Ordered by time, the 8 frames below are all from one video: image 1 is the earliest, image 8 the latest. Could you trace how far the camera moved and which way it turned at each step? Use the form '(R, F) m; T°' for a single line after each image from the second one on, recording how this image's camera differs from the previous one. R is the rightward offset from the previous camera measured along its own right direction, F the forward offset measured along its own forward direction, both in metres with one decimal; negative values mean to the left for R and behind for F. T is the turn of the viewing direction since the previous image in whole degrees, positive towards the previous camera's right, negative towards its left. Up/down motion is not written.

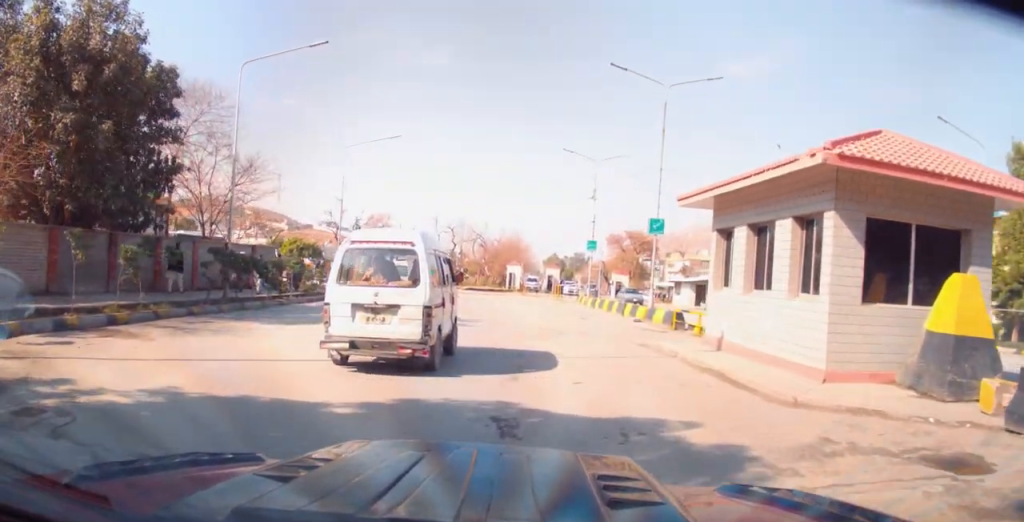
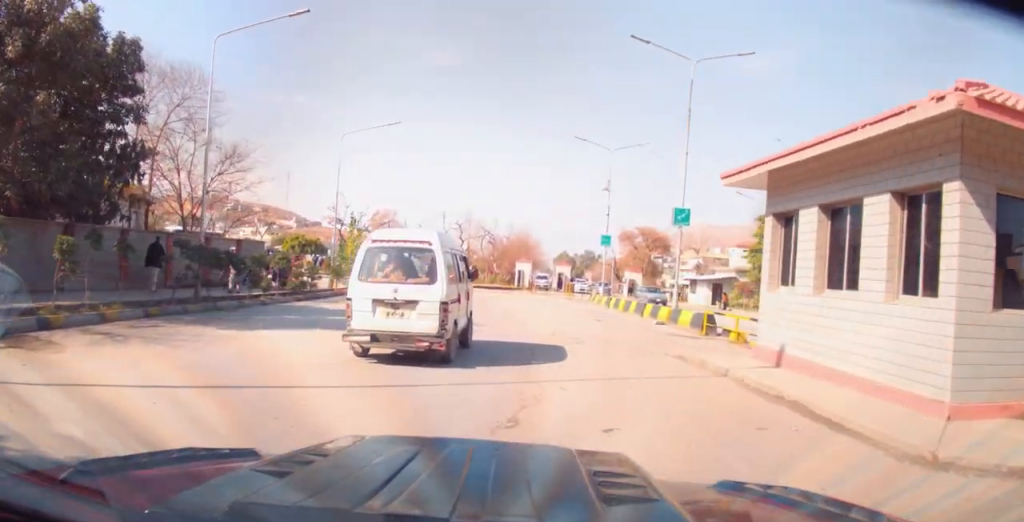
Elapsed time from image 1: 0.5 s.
(0.0, +2.4) m; +1°
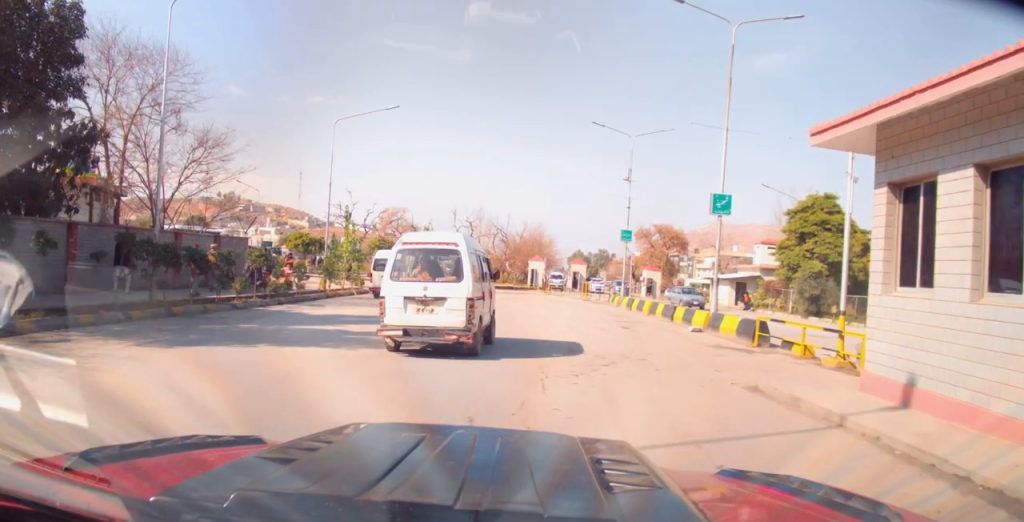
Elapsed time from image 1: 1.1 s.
(+0.1, +3.2) m; +1°
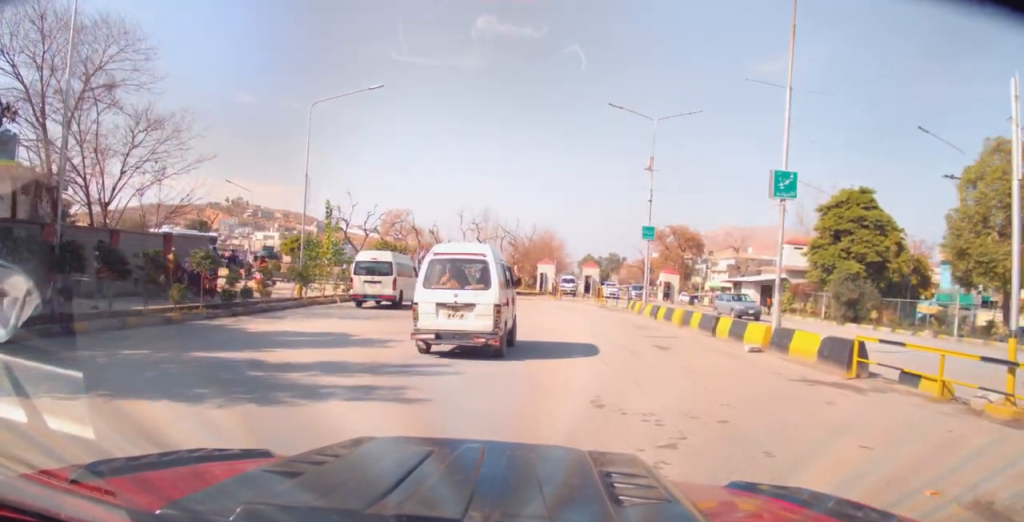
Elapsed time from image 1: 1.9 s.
(0.0, +4.2) m; -2°
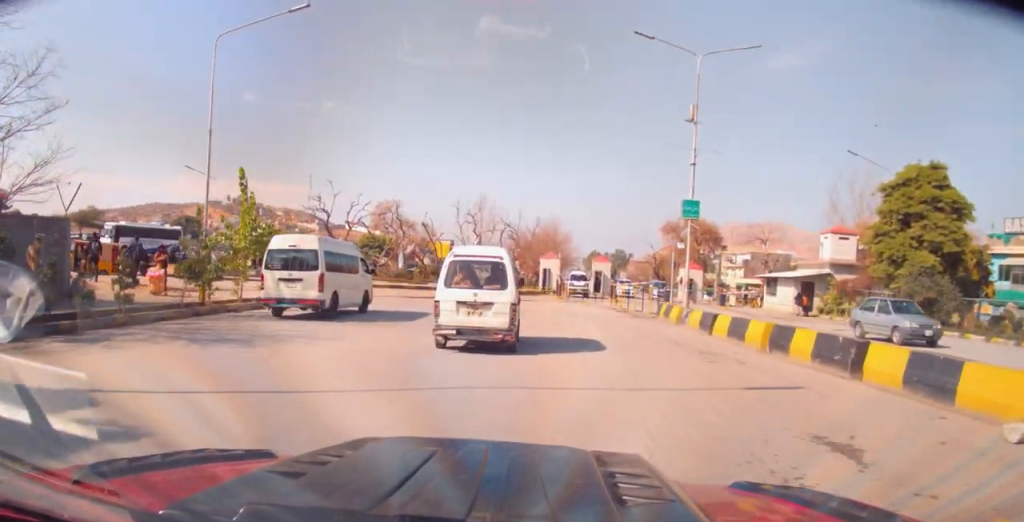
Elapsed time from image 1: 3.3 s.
(-0.4, +7.9) m; +2°
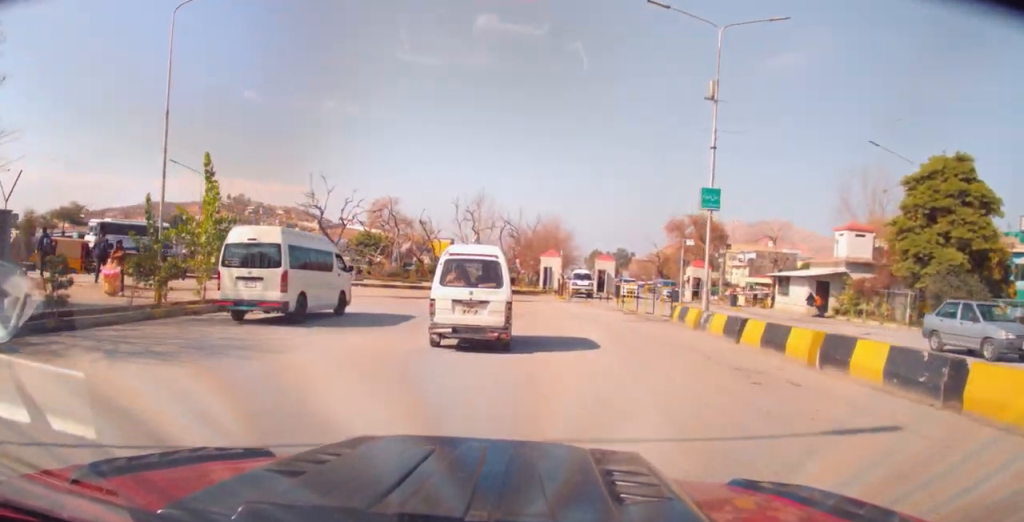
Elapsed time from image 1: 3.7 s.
(+0.2, +2.4) m; +1°
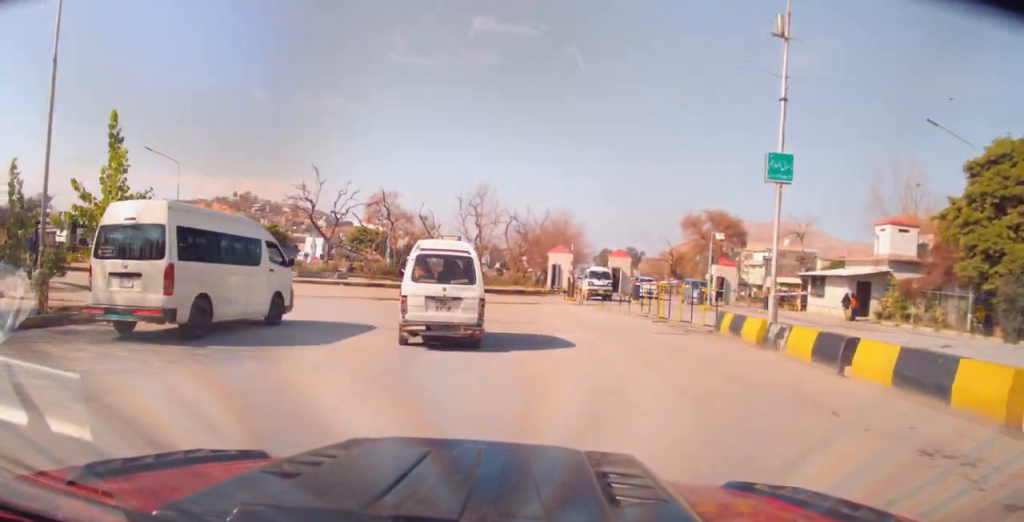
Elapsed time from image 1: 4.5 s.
(+0.4, +5.0) m; 0°
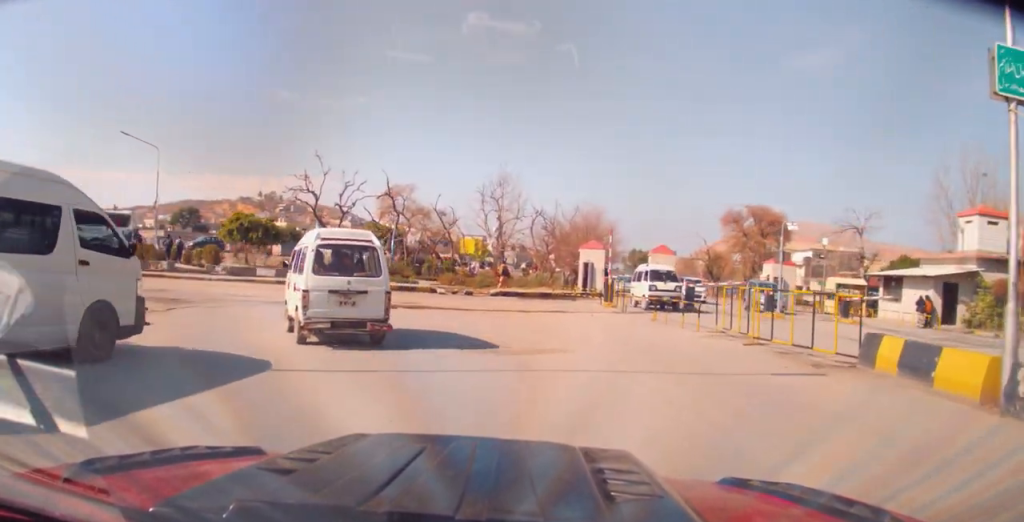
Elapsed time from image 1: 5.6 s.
(-0.6, +6.7) m; -5°
